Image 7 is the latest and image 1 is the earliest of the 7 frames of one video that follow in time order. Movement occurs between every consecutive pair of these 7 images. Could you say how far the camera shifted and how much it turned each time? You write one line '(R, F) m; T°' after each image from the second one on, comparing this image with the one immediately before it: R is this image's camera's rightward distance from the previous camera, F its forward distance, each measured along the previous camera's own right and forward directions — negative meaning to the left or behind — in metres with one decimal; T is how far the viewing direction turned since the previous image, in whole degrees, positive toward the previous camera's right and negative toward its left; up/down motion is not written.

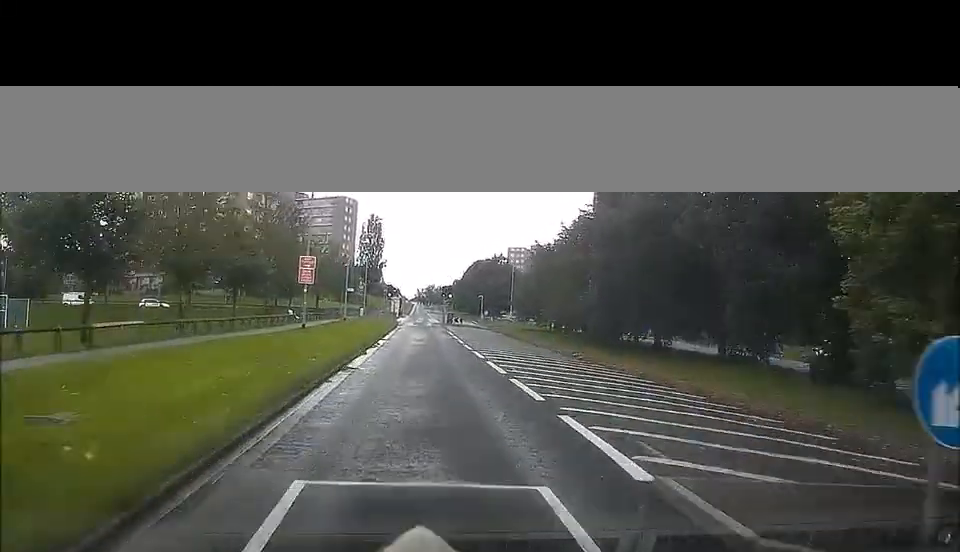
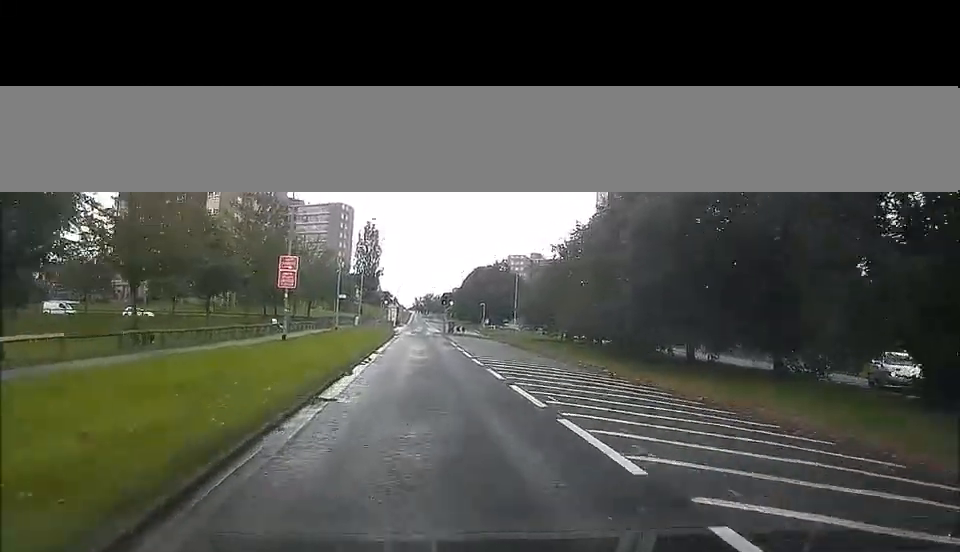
(0.0, +5.9) m; +1°
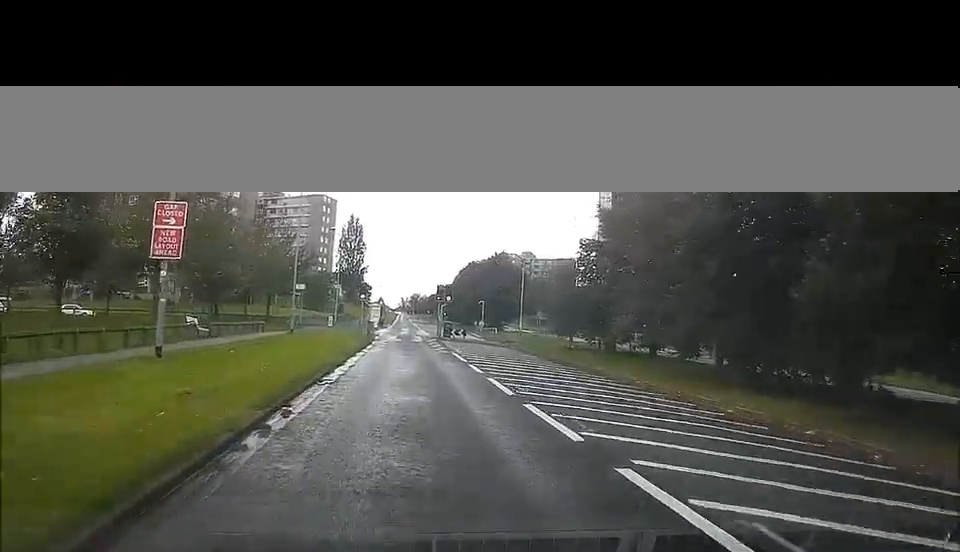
(0.0, +16.2) m; -1°
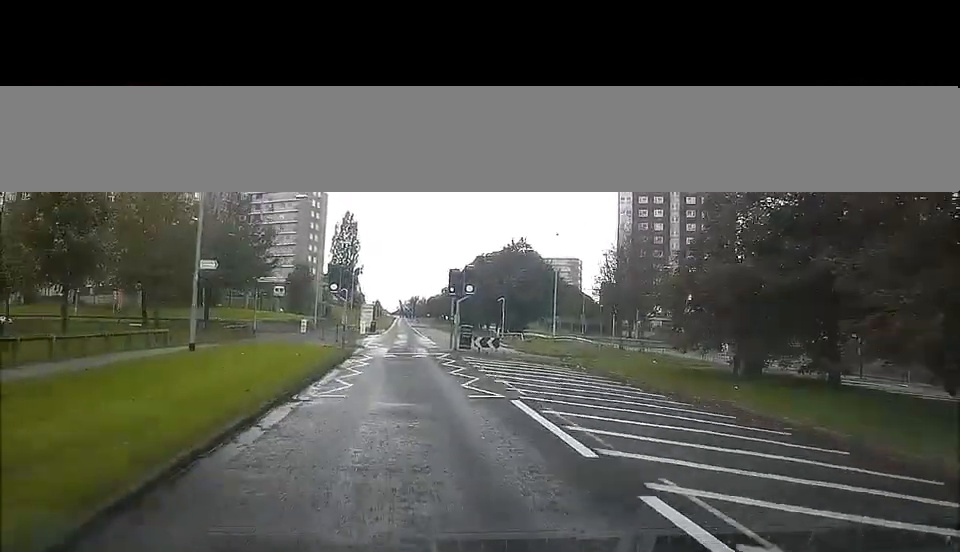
(+0.2, +19.3) m; +1°
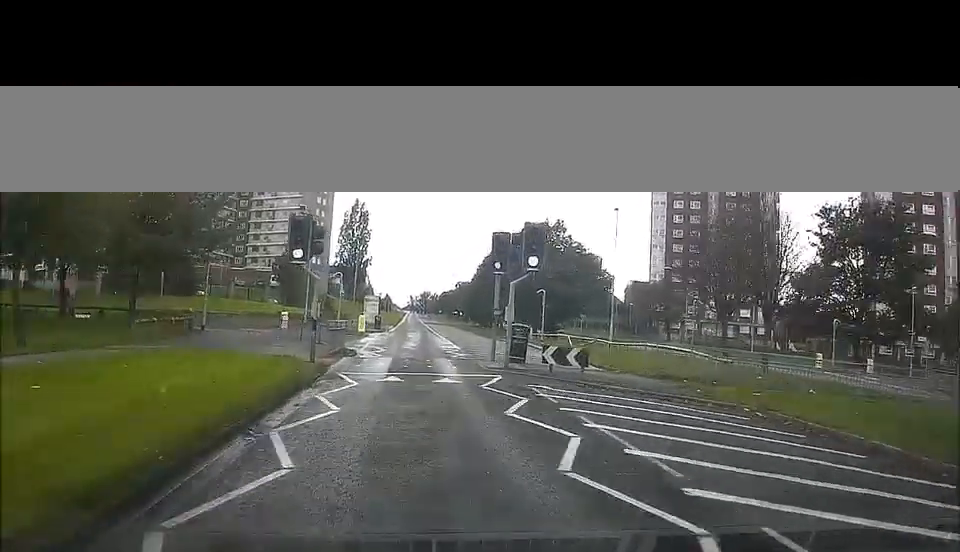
(-0.2, +14.1) m; 0°
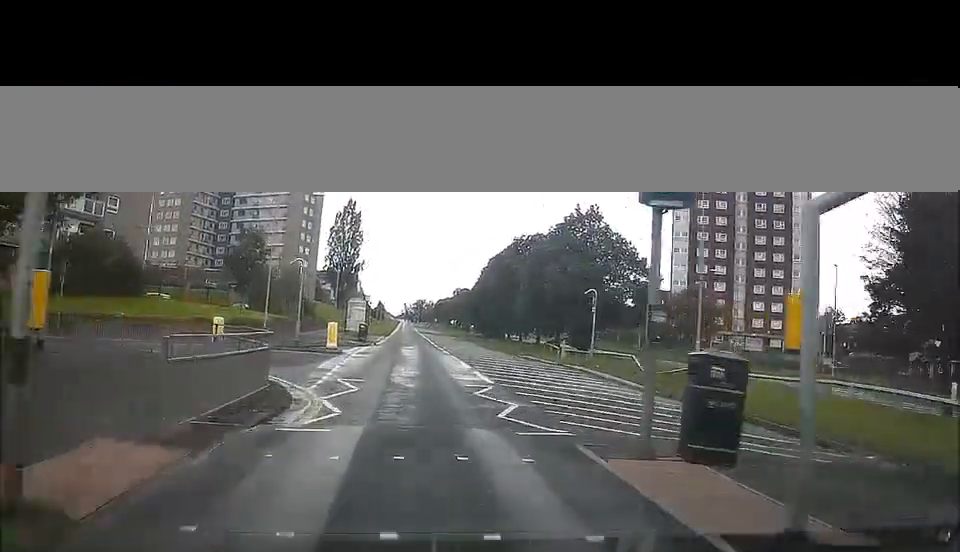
(+0.5, +14.7) m; +2°
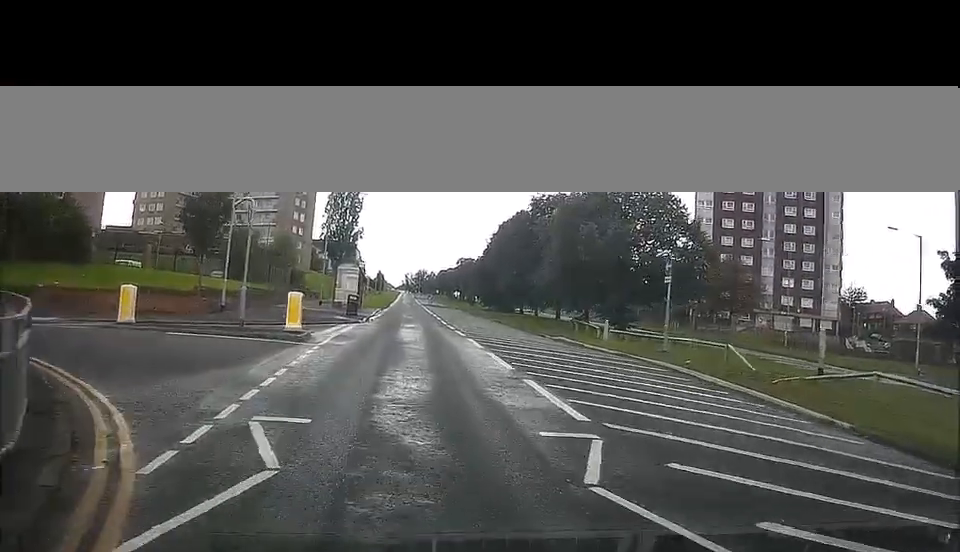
(-0.3, +10.1) m; -2°
